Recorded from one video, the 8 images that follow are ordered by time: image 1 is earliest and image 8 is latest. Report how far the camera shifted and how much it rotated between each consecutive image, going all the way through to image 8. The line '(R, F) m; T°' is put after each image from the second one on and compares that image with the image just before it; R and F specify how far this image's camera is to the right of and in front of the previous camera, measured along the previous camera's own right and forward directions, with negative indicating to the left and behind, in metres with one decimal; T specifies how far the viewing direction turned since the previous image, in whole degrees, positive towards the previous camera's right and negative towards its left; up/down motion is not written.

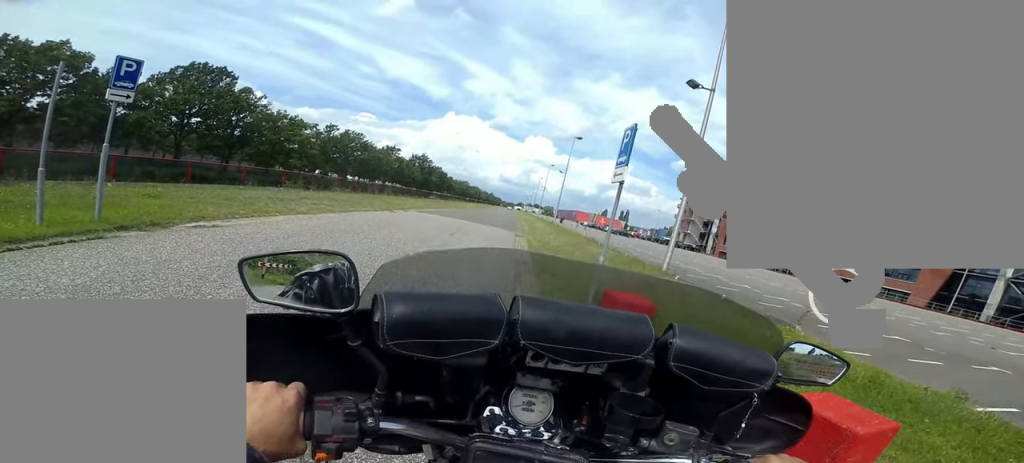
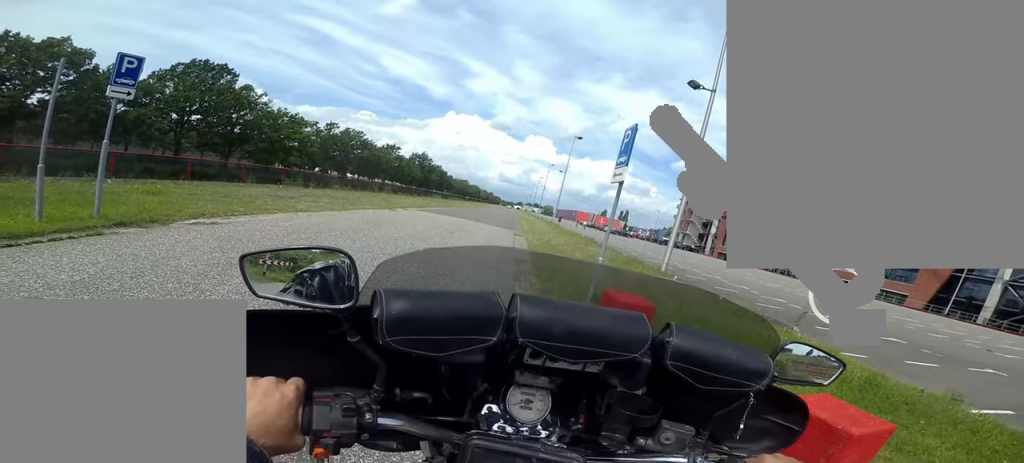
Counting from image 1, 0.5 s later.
(0.0, 0.0) m; 0°
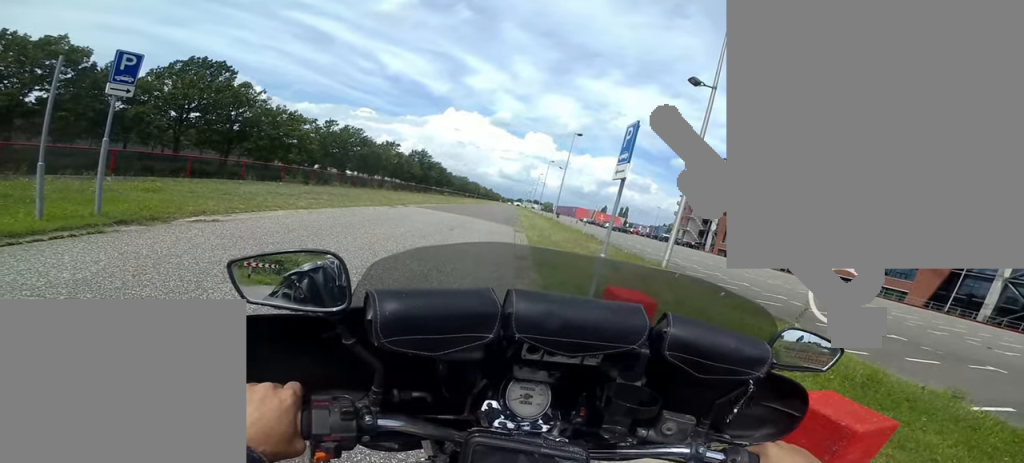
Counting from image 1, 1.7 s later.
(0.0, 0.0) m; 0°
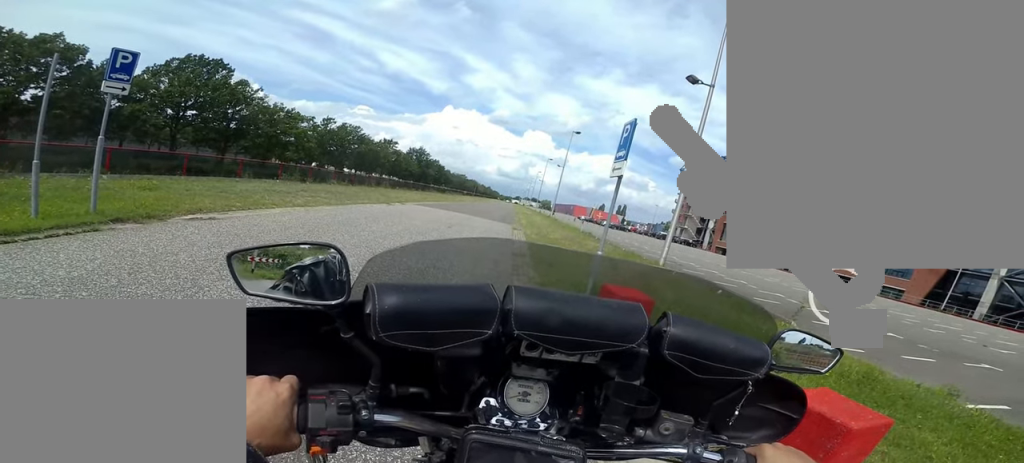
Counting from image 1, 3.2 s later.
(0.0, 0.0) m; 0°
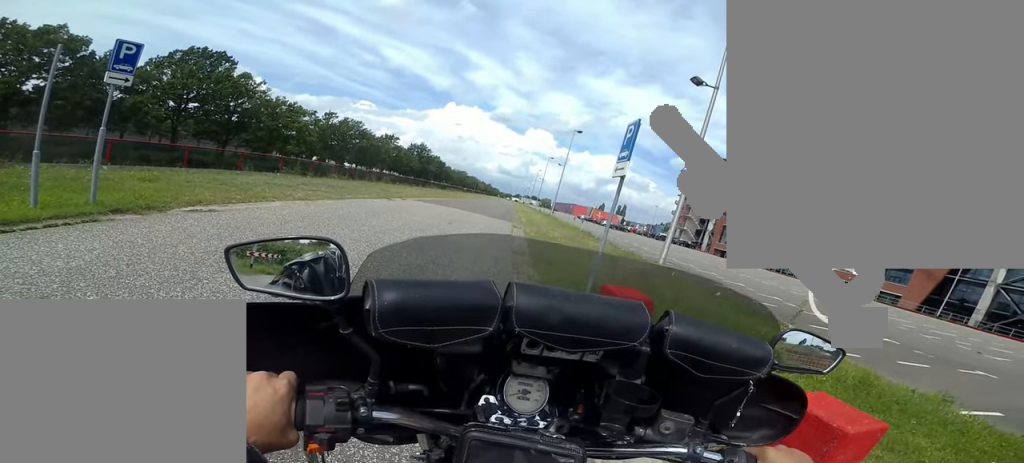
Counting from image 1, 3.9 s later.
(-0.3, +0.8) m; 0°
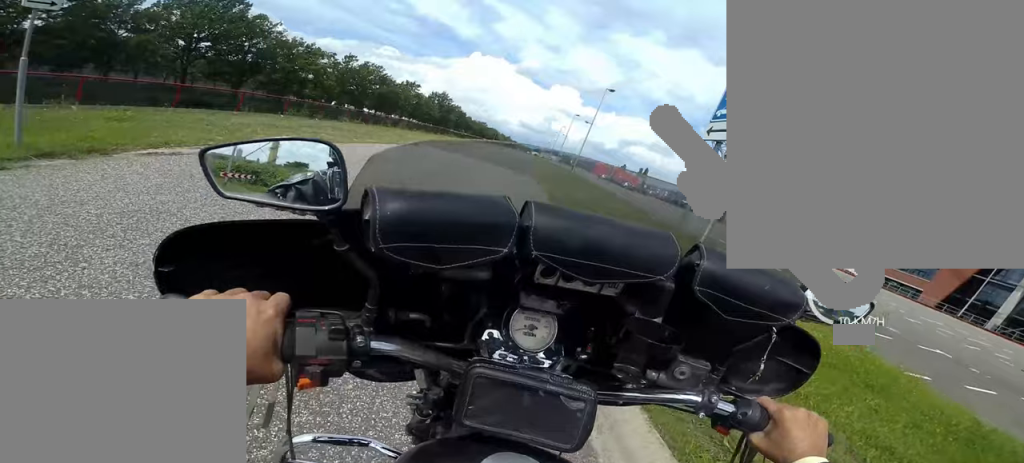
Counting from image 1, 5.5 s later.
(+0.3, +5.0) m; +11°
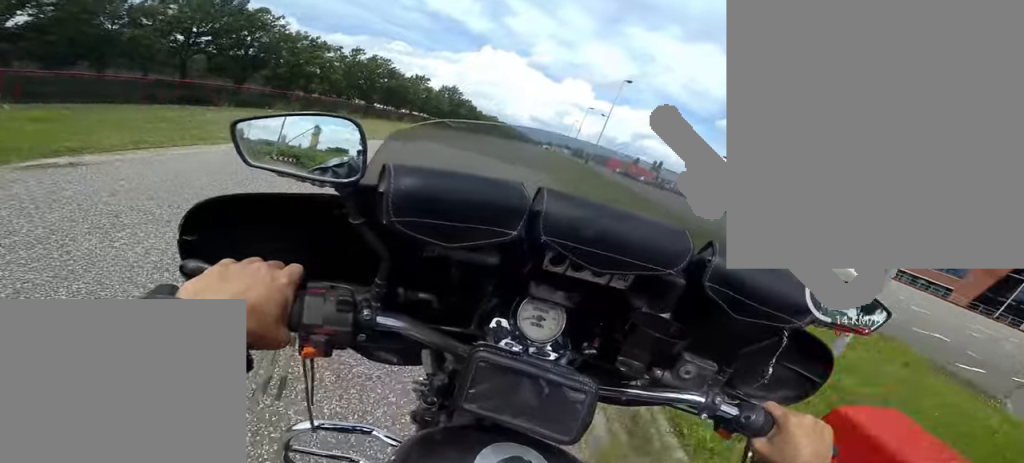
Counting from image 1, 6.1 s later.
(0.0, +2.6) m; 0°
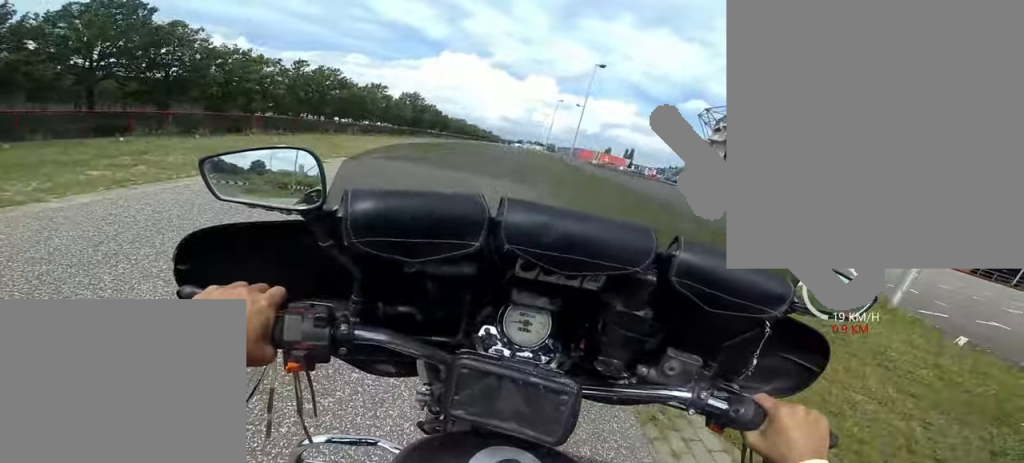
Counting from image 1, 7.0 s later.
(0.0, +5.1) m; +2°
